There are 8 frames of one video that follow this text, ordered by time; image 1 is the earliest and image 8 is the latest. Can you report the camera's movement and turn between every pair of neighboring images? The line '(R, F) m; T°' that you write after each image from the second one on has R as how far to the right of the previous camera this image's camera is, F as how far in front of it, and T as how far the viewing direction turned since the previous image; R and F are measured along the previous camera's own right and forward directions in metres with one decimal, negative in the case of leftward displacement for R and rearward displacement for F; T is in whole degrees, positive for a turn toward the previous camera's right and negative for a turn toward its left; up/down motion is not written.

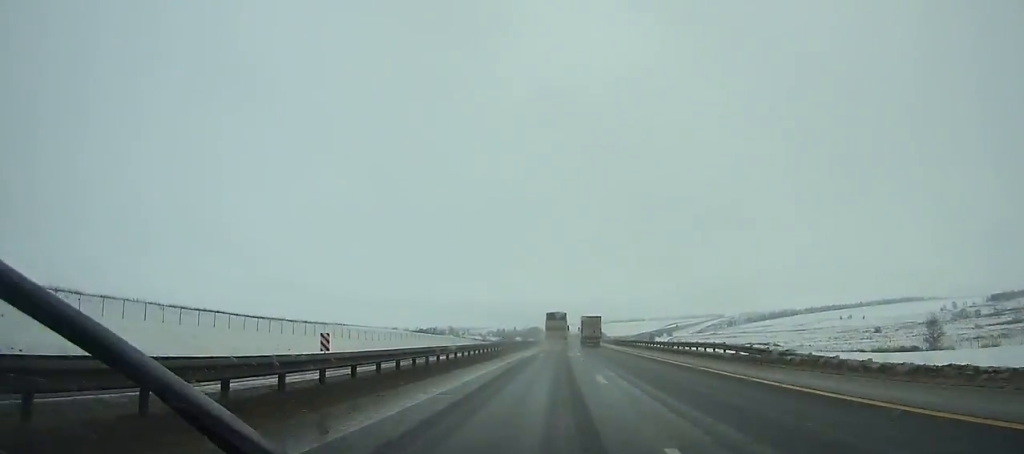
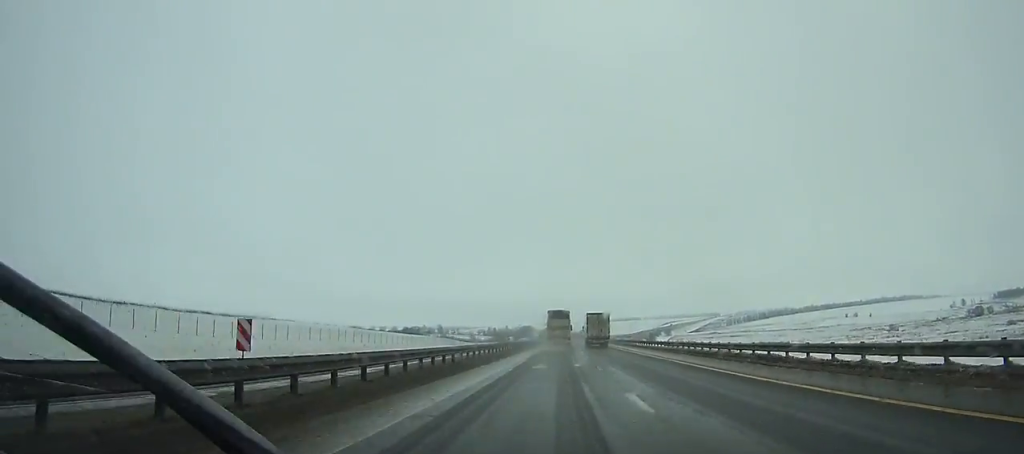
(+0.1, +40.7) m; +1°
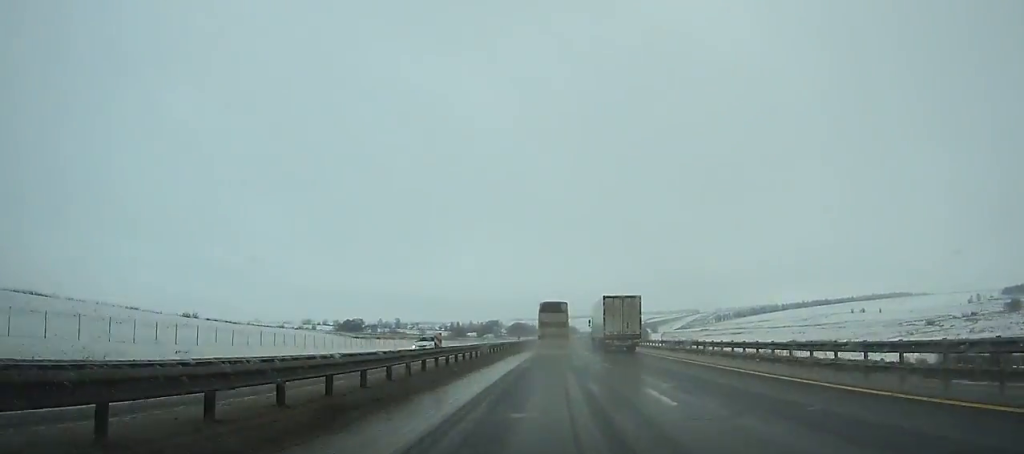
(+1.8, +107.0) m; +2°
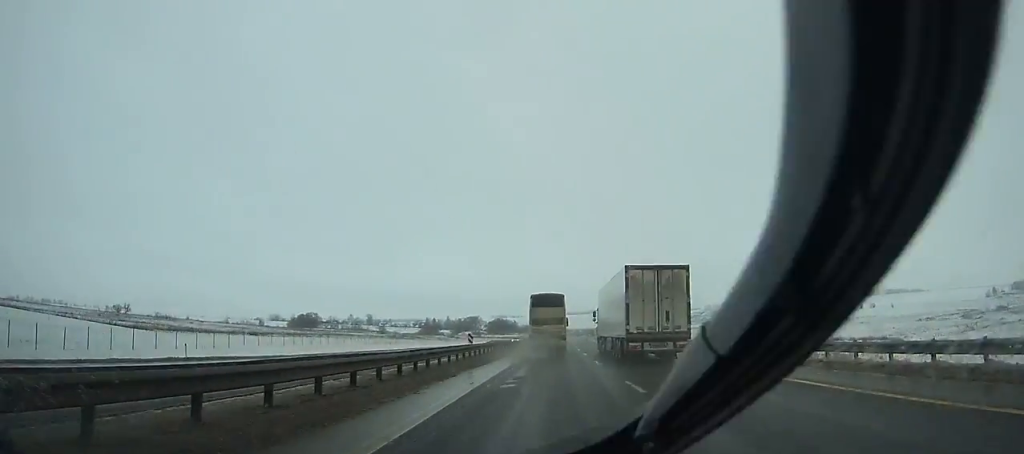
(+1.1, +68.7) m; +1°
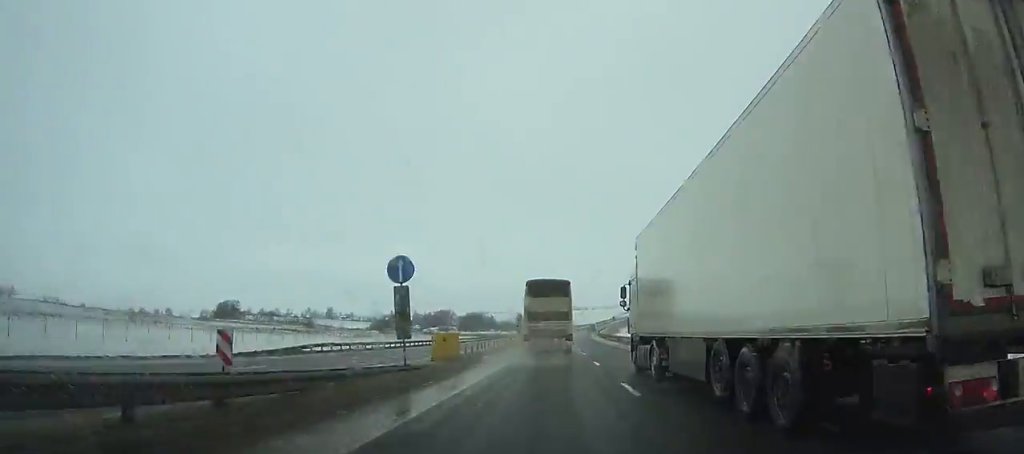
(+1.3, +96.5) m; +2°
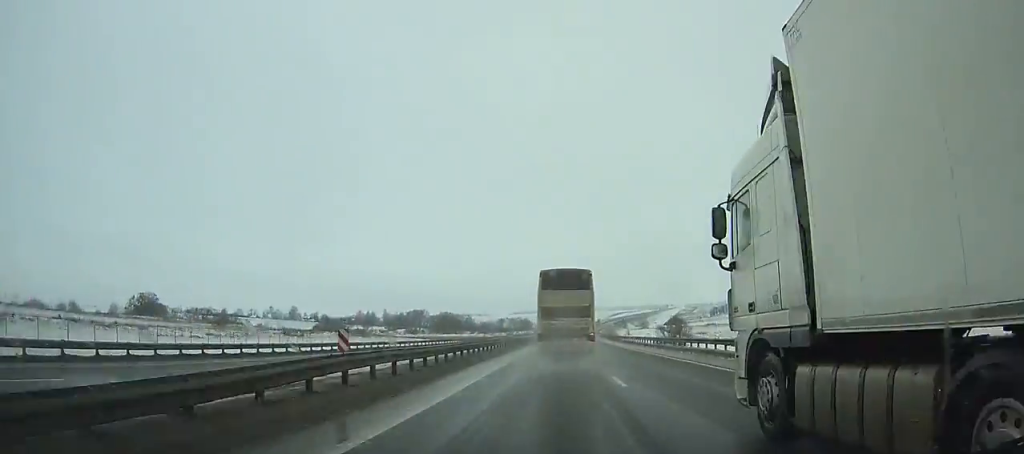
(+0.7, +70.7) m; +1°
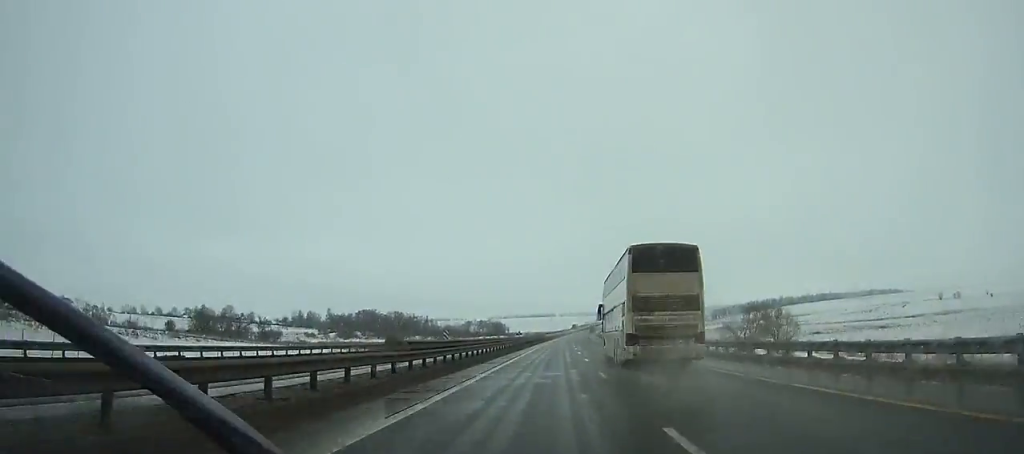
(+2.3, +108.7) m; +2°
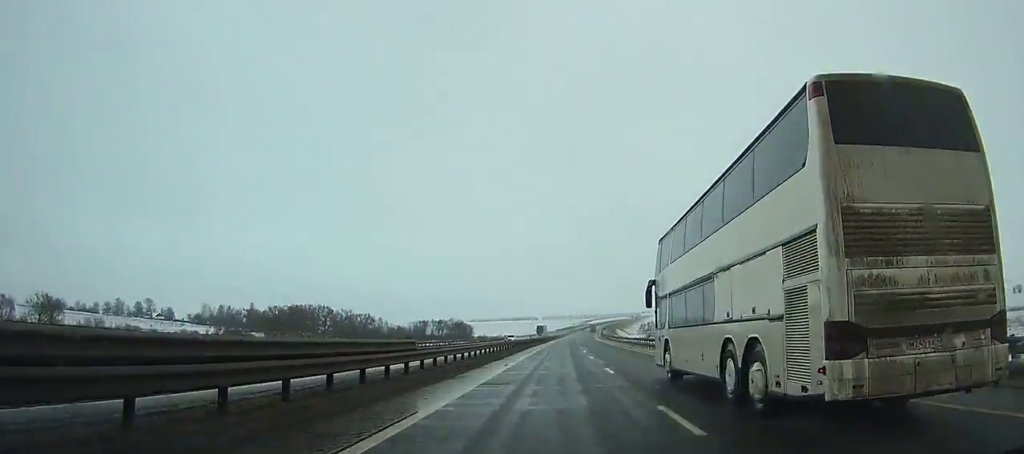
(+1.4, +105.3) m; +2°
